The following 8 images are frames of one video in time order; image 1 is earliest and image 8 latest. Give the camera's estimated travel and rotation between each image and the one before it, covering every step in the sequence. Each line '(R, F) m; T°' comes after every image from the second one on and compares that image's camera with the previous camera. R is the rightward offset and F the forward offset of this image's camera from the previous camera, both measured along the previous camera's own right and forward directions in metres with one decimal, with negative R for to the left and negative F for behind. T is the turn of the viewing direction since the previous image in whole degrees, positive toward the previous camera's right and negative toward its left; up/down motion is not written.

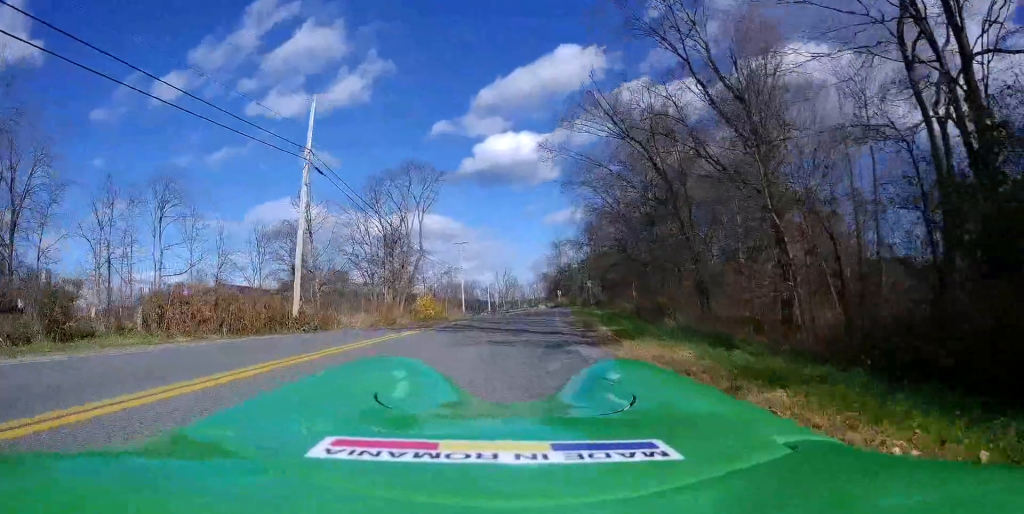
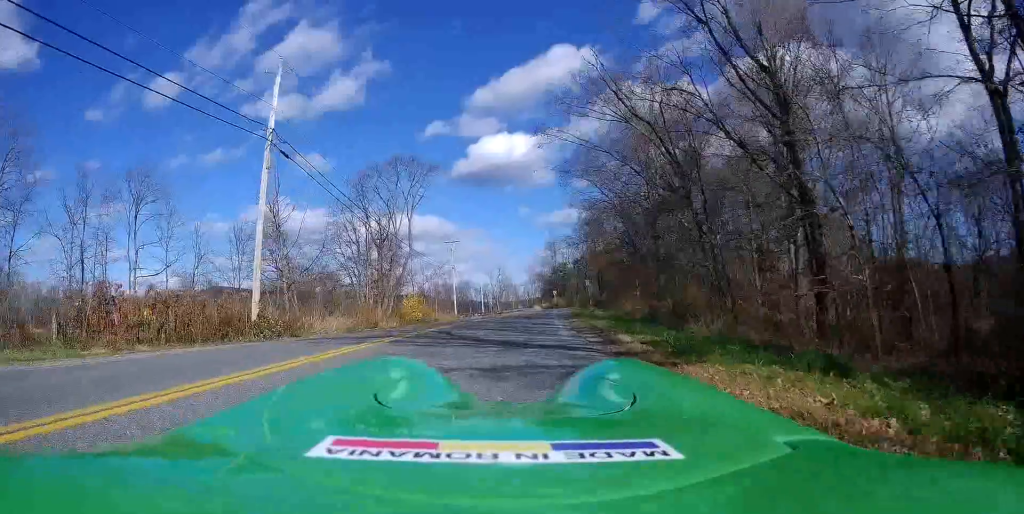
(0.0, +3.7) m; 0°
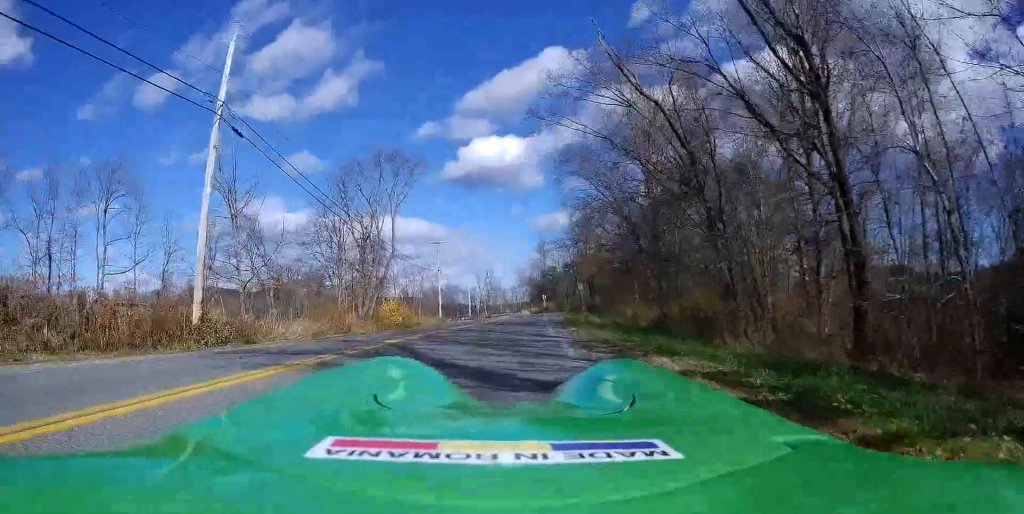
(0.0, +3.6) m; 0°
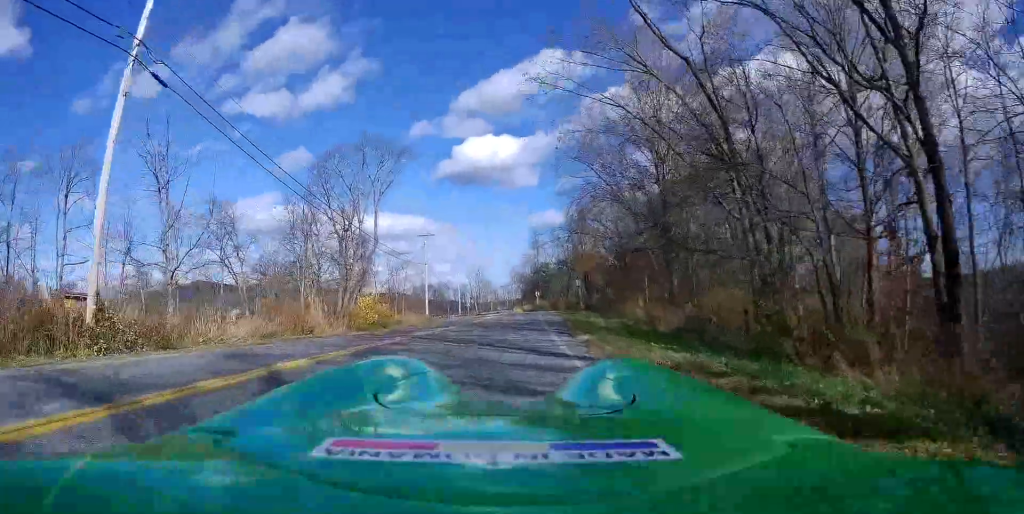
(0.0, +5.1) m; +2°
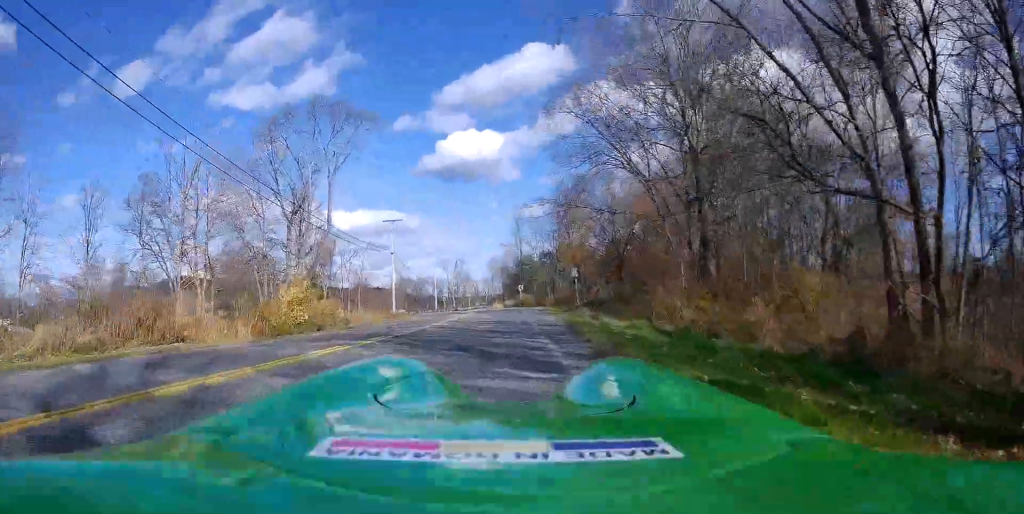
(+0.8, +10.6) m; +6°
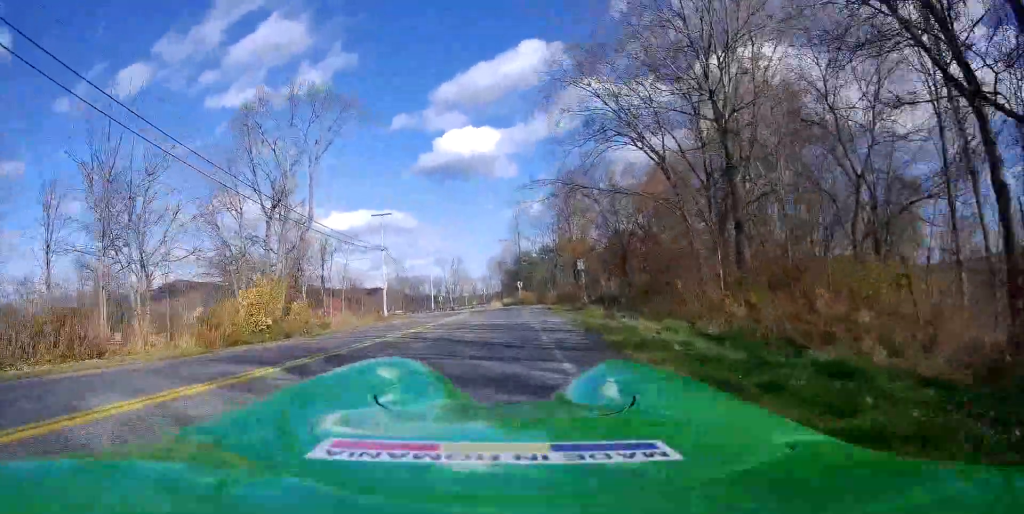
(0.0, +4.3) m; 0°
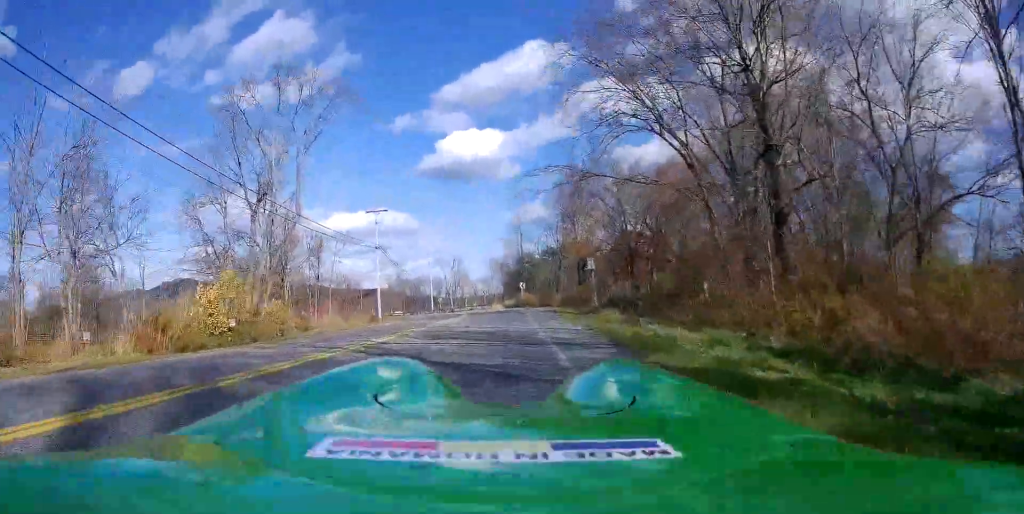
(-0.1, +3.7) m; -1°
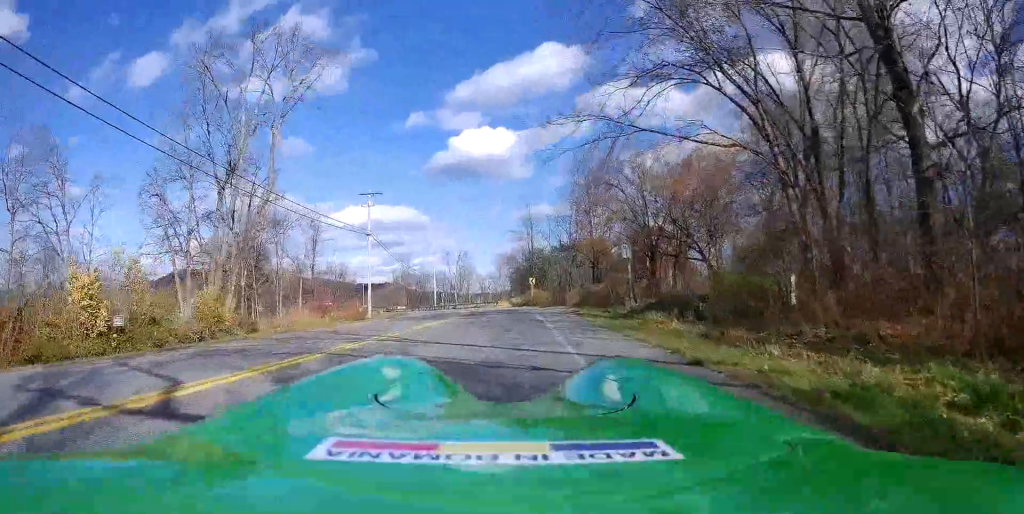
(+0.1, +7.4) m; +2°
